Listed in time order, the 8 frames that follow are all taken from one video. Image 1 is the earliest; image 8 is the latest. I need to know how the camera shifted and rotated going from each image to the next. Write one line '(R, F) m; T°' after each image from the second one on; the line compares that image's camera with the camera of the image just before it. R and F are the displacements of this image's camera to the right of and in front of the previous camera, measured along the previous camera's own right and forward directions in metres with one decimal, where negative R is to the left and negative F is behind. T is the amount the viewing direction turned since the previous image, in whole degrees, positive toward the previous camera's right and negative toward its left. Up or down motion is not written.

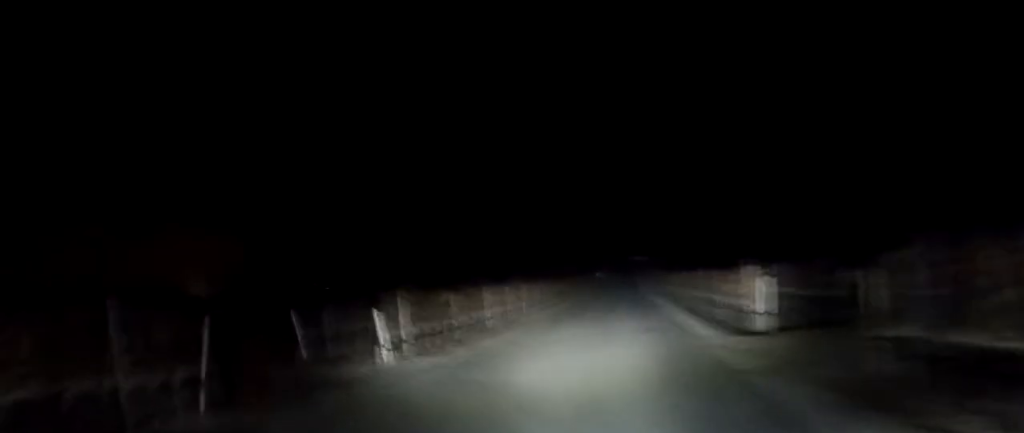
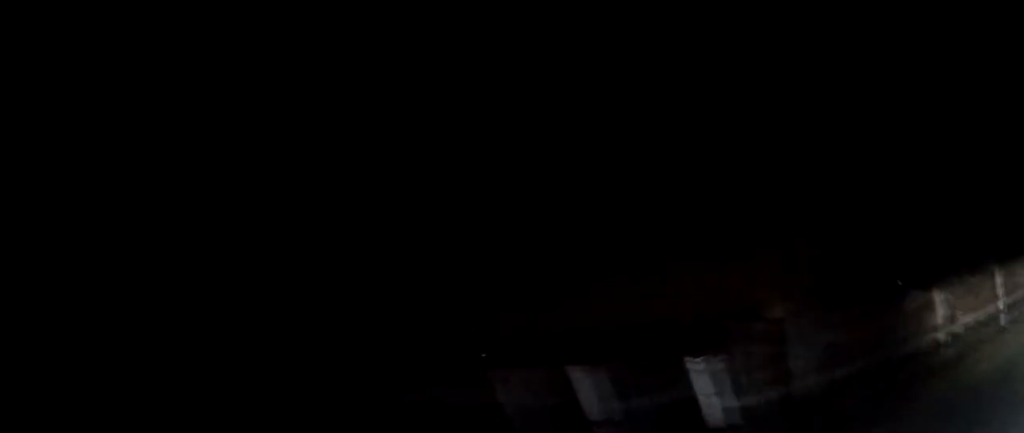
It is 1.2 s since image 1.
(+0.4, +11.1) m; +2°
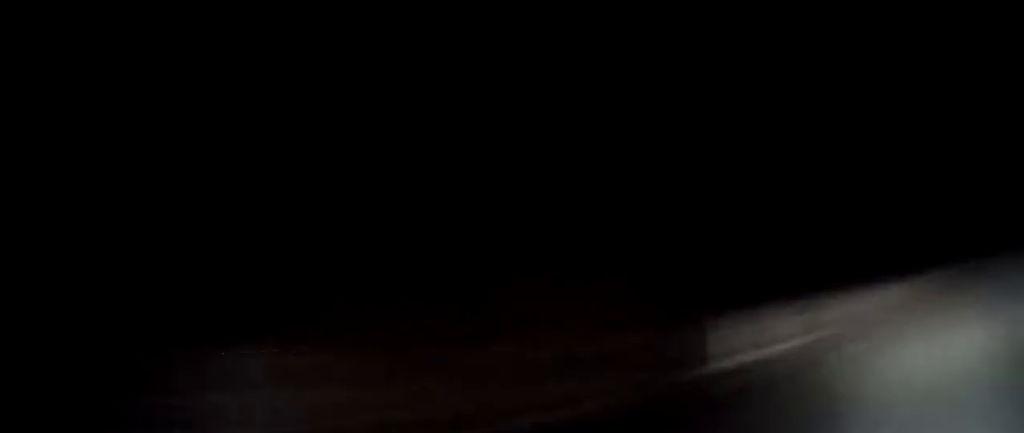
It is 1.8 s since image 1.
(-0.1, +5.7) m; 0°
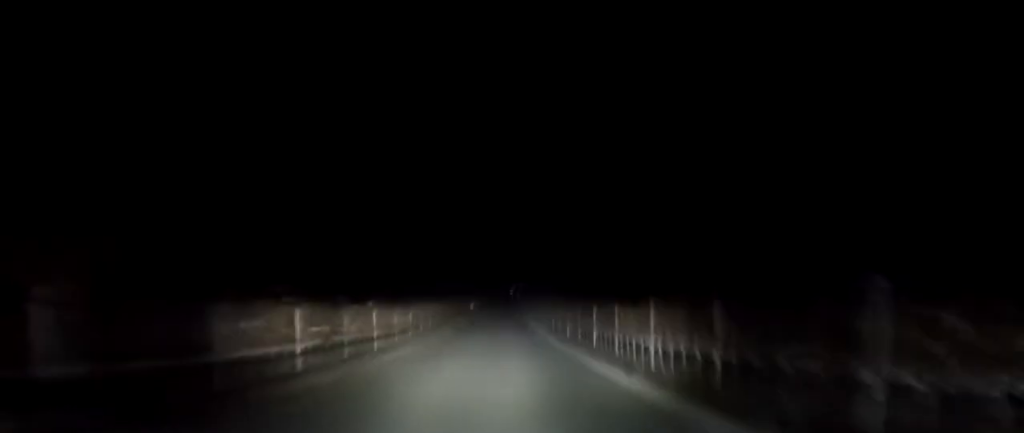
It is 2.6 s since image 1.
(0.0, +7.3) m; 0°
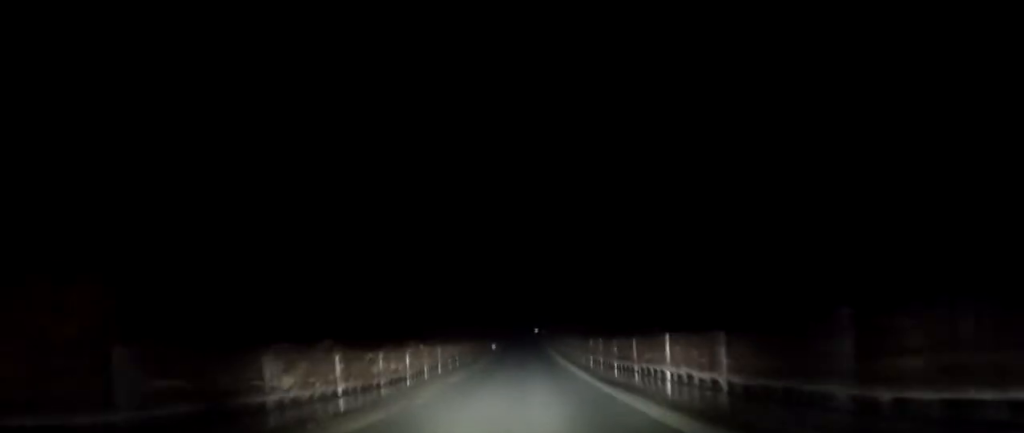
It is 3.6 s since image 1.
(0.0, +9.8) m; 0°
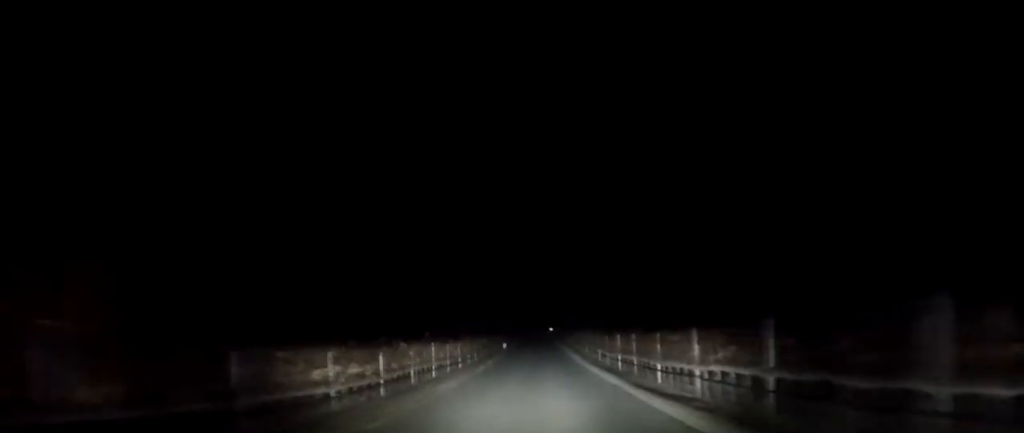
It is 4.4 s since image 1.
(0.0, +7.7) m; +1°
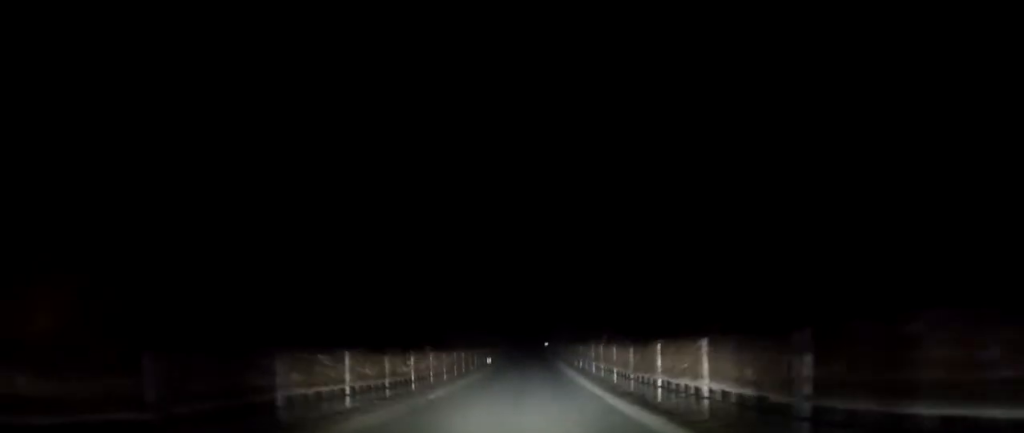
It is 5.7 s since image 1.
(+0.3, +13.9) m; +2°
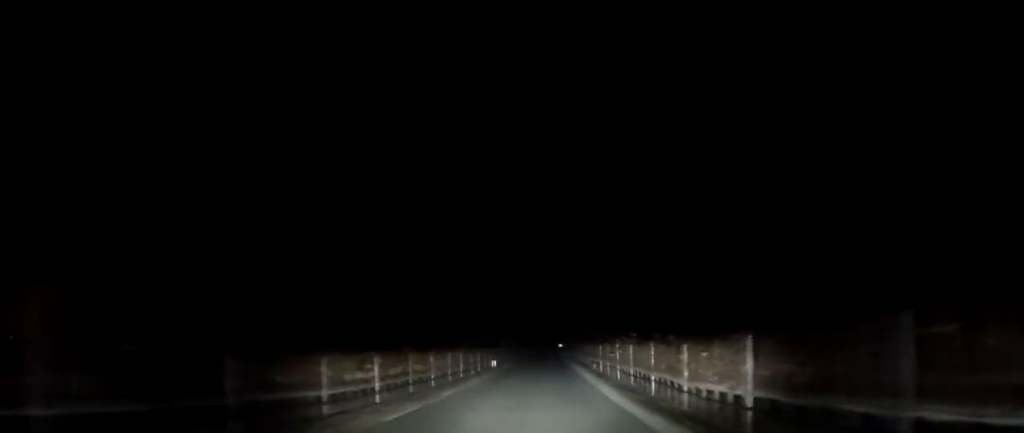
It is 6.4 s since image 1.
(+0.1, +8.8) m; +1°
